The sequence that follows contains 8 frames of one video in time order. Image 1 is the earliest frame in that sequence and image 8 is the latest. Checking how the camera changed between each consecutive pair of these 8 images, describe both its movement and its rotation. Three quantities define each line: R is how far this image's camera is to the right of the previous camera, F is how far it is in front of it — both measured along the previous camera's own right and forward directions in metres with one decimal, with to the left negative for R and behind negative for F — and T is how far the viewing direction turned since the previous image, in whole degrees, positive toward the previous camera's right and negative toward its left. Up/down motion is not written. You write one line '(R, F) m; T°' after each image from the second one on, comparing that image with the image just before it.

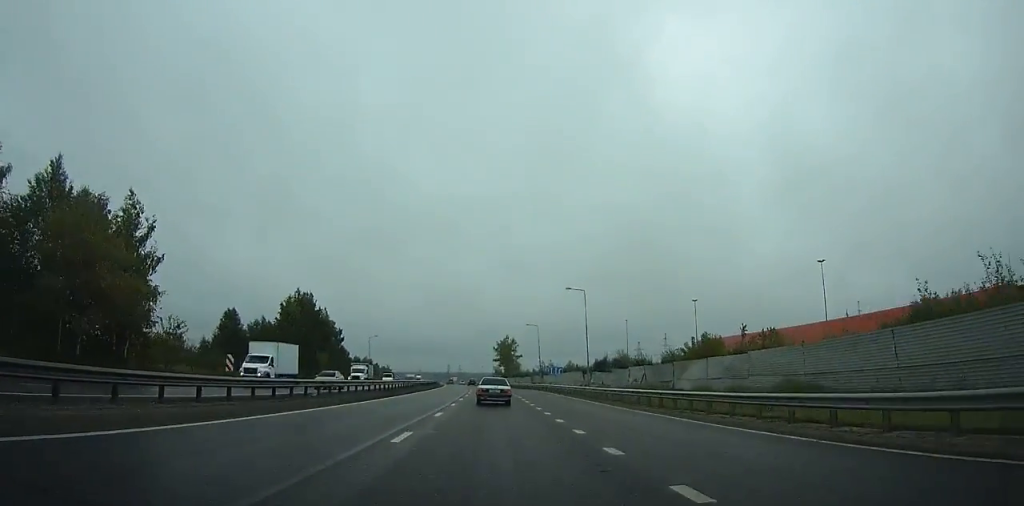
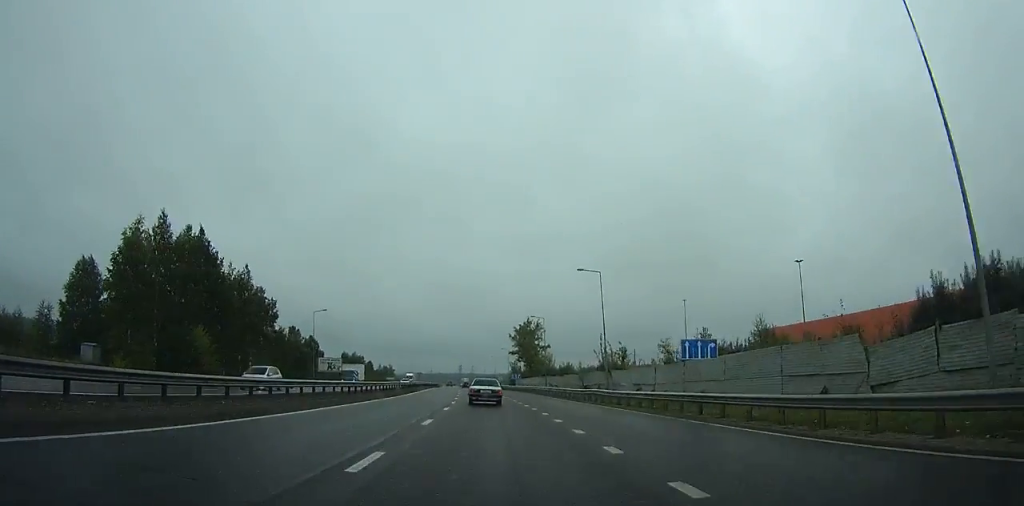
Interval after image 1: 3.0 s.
(-0.3, +51.1) m; -1°
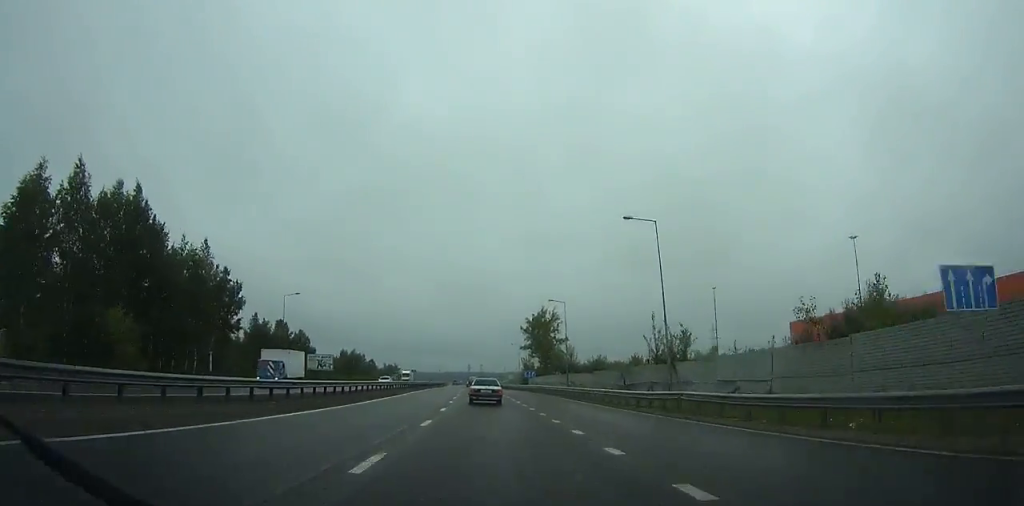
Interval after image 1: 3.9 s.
(-0.1, +16.0) m; -1°
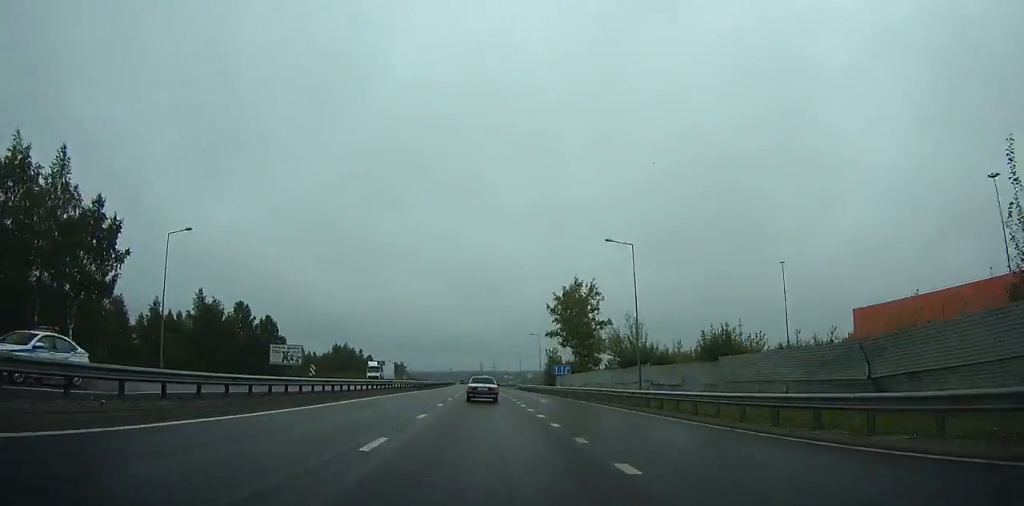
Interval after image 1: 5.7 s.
(-0.3, +30.0) m; -1°
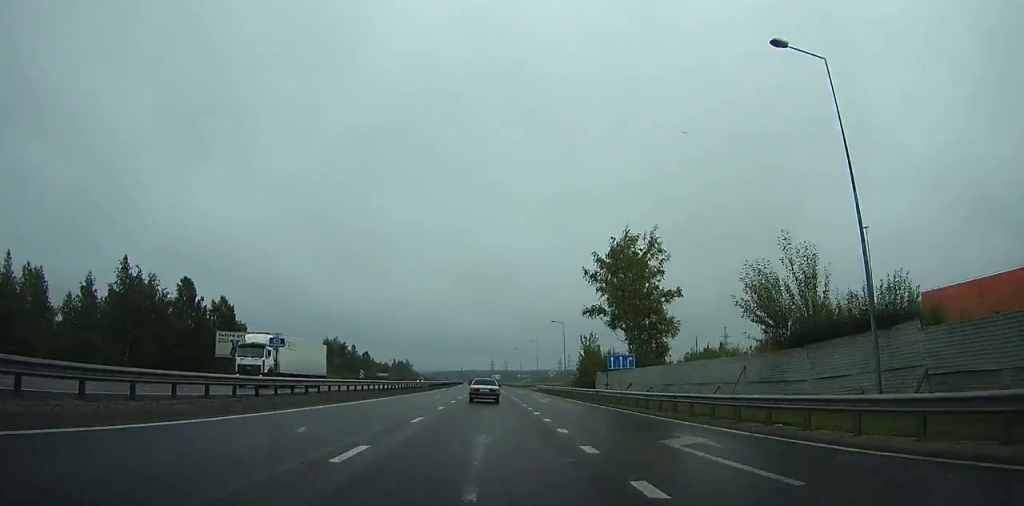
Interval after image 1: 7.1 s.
(-0.1, +25.5) m; -1°
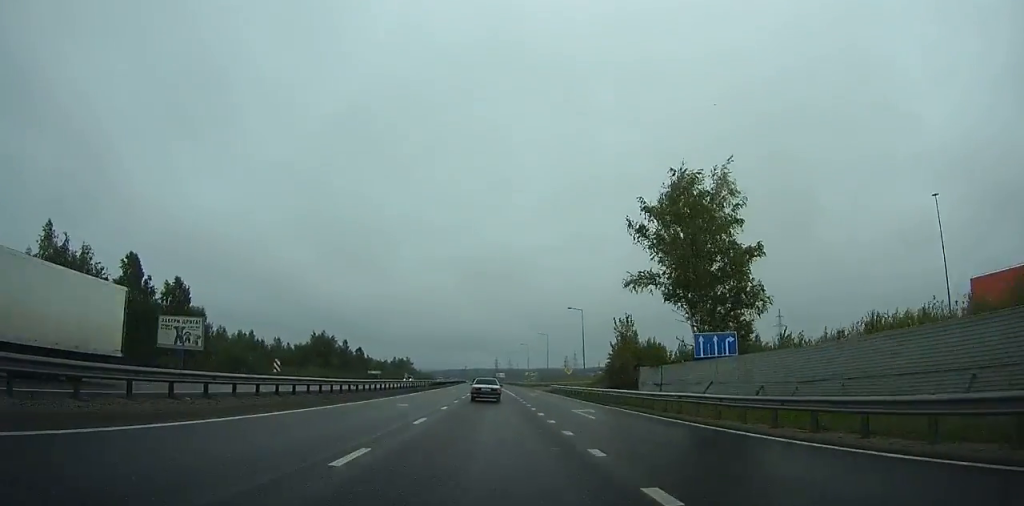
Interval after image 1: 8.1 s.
(0.0, +16.3) m; 0°
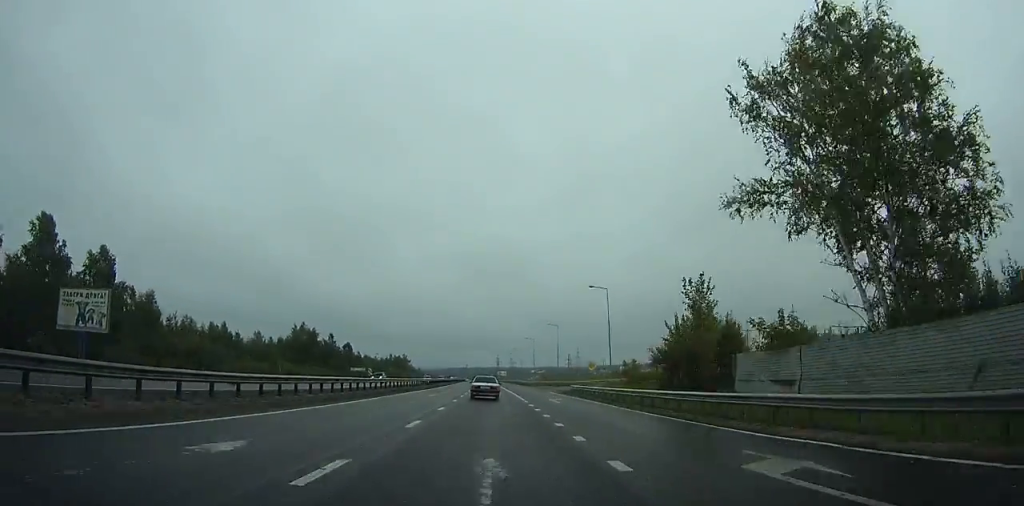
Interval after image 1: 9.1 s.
(-0.1, +17.6) m; 0°
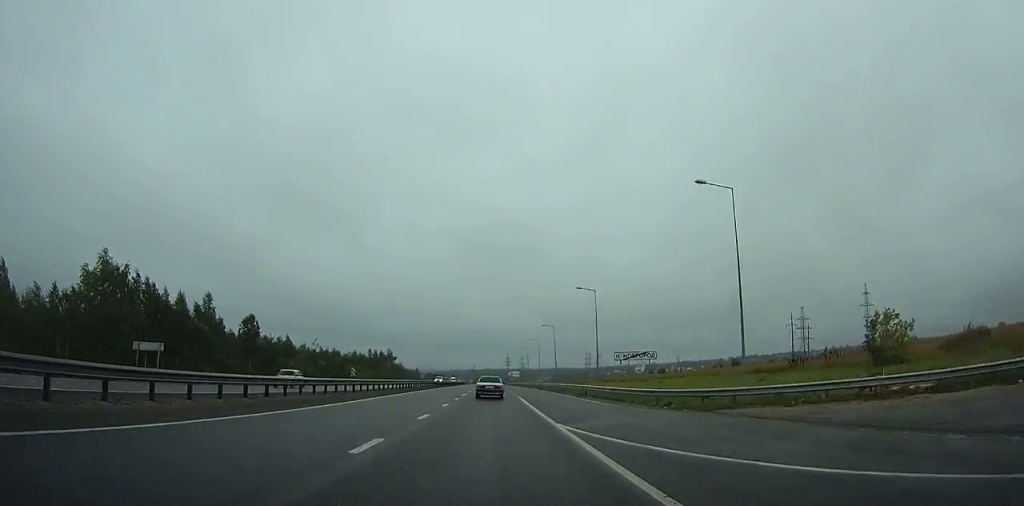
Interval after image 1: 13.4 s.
(-0.9, +76.8) m; -2°
